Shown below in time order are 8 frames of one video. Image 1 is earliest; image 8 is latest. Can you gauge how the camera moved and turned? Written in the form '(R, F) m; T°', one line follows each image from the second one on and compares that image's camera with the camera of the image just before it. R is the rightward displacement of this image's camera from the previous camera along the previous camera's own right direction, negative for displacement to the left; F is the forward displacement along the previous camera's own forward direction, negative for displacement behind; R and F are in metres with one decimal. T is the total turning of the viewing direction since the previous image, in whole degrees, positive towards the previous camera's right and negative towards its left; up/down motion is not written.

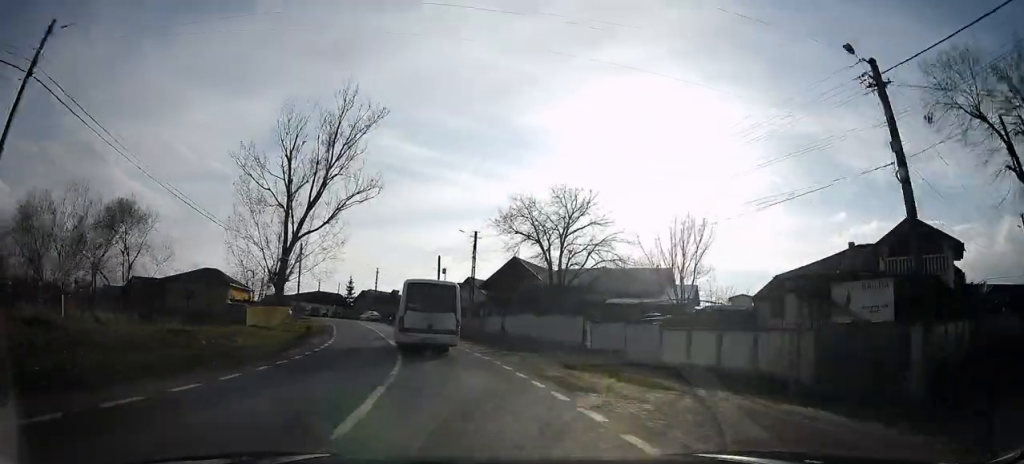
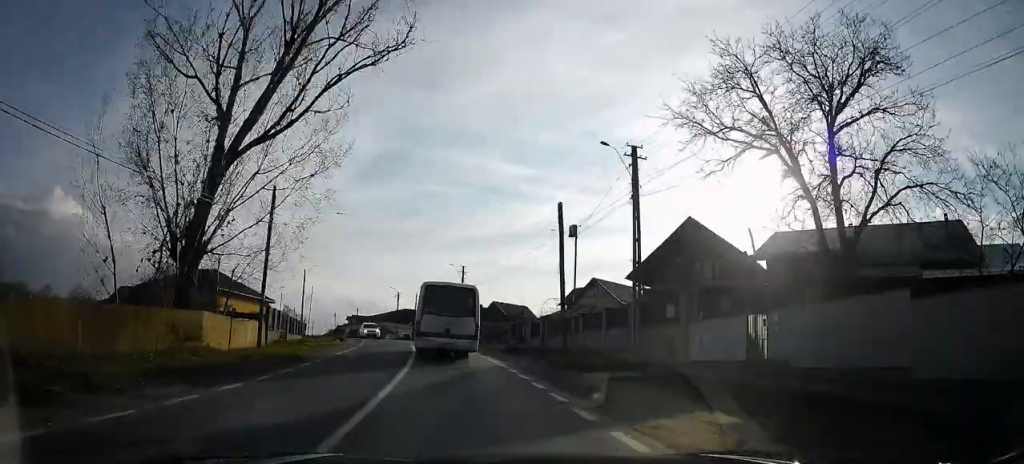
(-0.9, +25.3) m; -13°
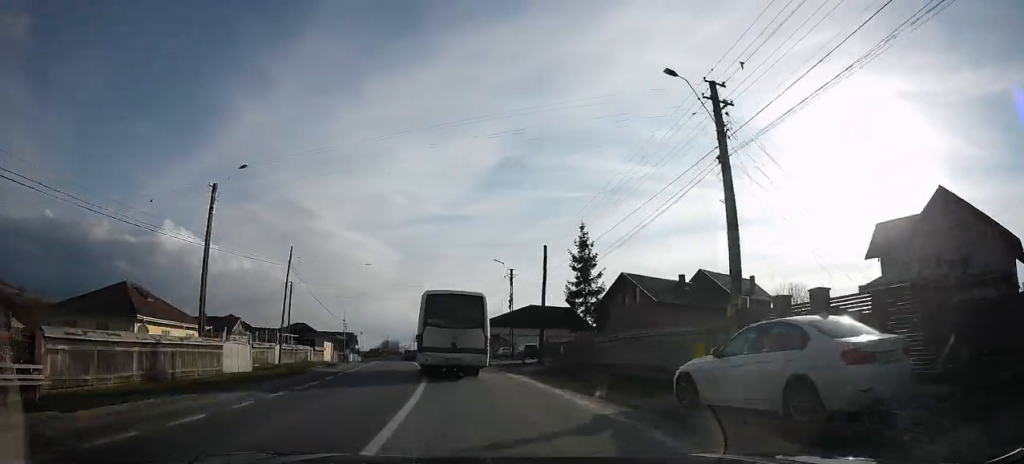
(-7.8, +42.6) m; -17°
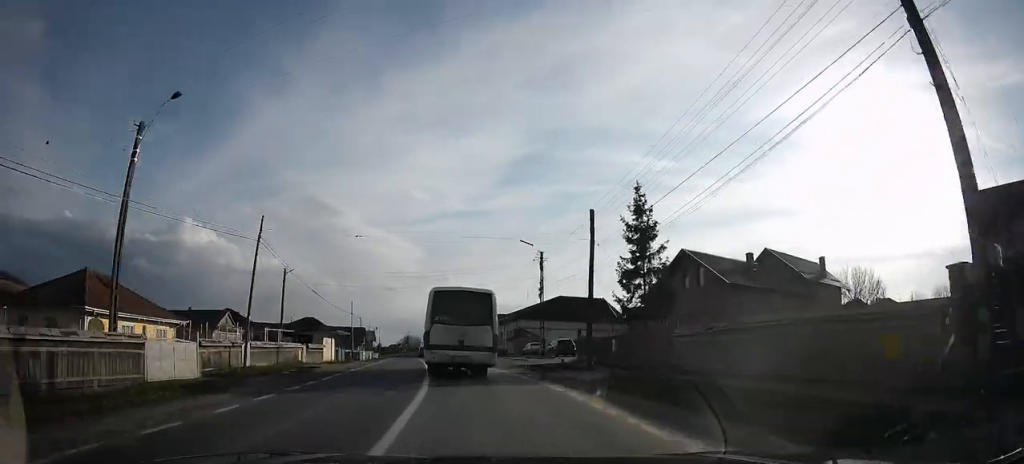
(-0.7, +7.3) m; -3°
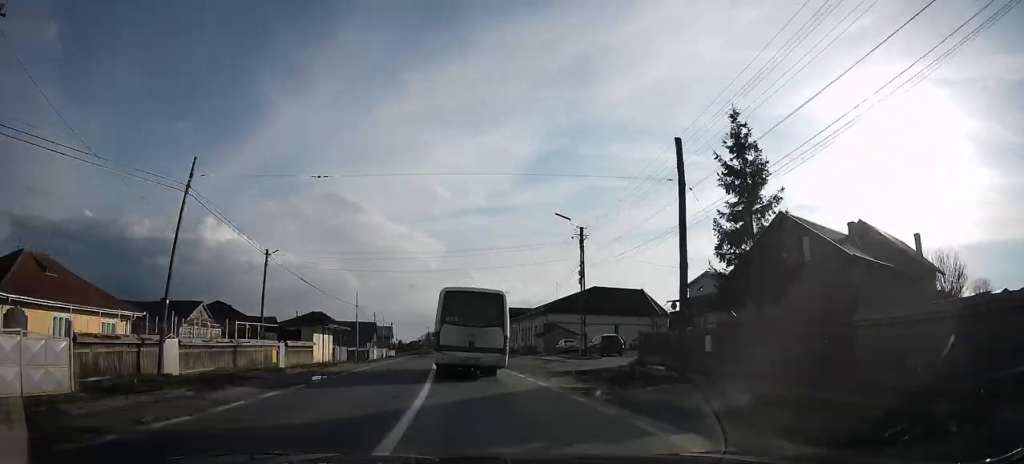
(-0.3, +8.3) m; -2°
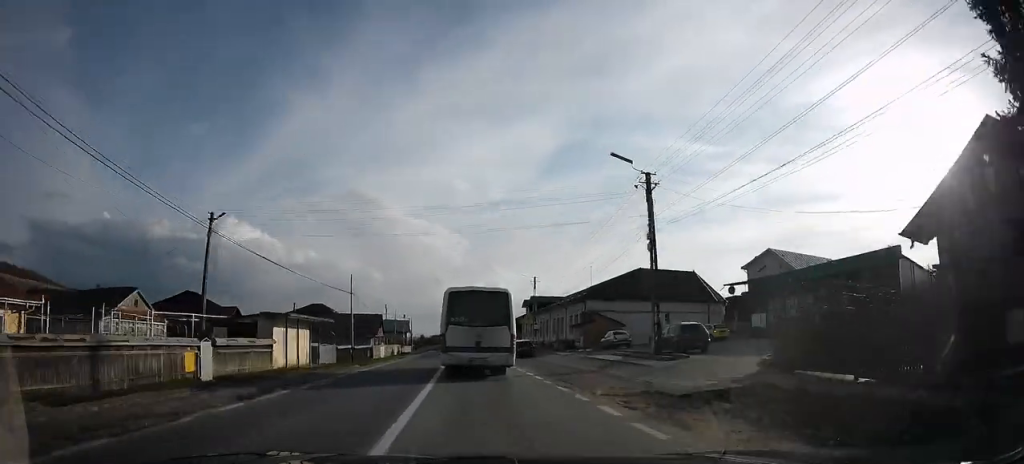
(0.0, +10.6) m; 0°
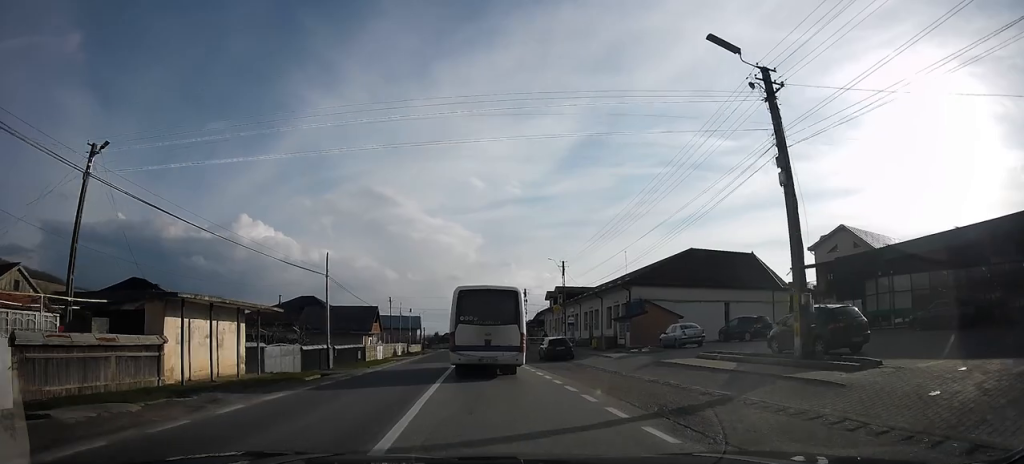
(0.0, +10.5) m; -1°
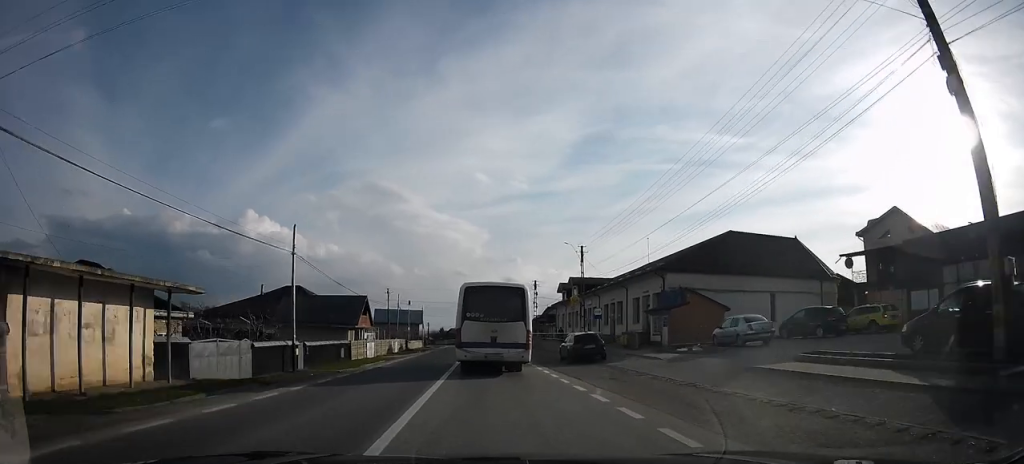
(0.0, +6.6) m; -1°
